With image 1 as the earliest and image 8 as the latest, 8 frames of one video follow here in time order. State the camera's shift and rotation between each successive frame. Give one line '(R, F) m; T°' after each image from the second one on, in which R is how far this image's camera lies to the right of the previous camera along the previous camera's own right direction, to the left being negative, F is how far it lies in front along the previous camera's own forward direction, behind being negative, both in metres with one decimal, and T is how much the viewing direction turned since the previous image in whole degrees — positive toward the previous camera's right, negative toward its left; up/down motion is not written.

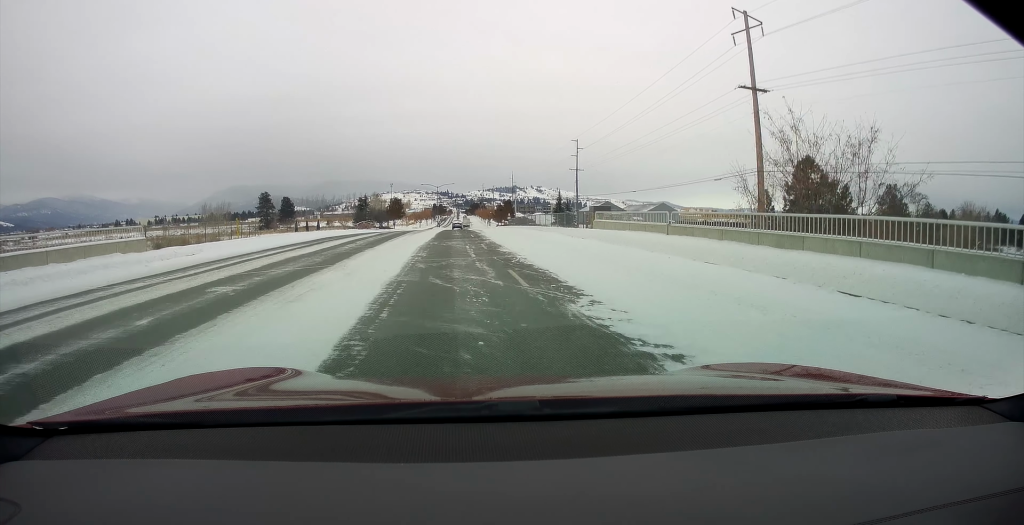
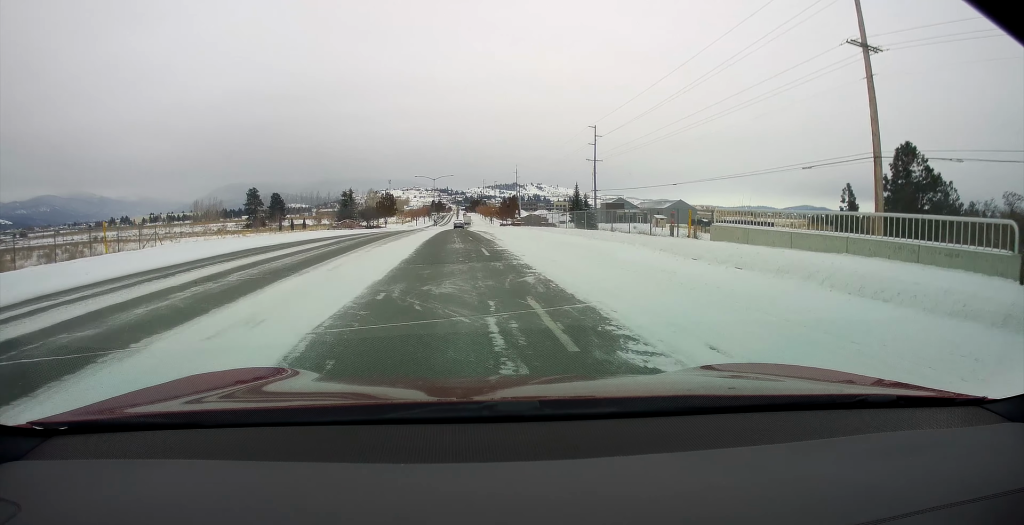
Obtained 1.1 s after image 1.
(-0.6, +17.9) m; 0°
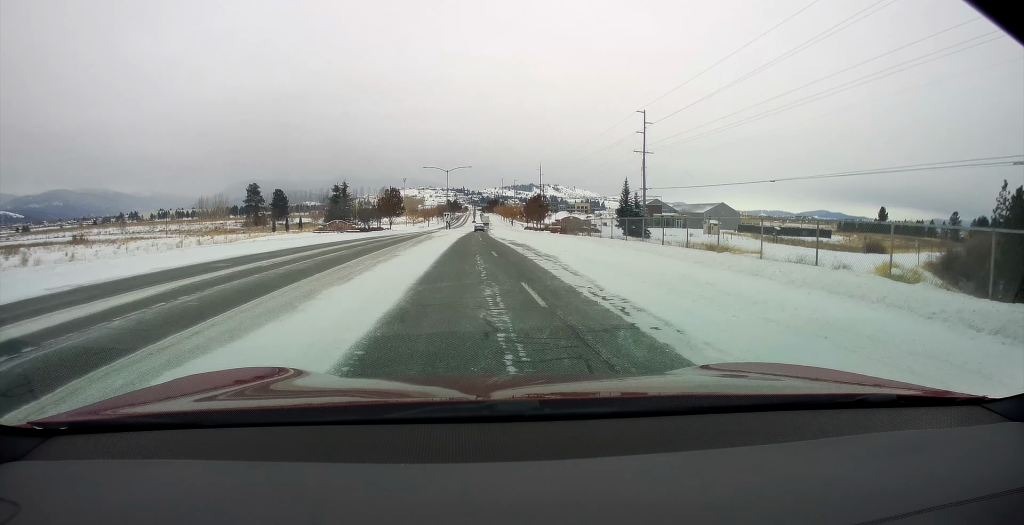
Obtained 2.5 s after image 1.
(+0.9, +21.8) m; +2°
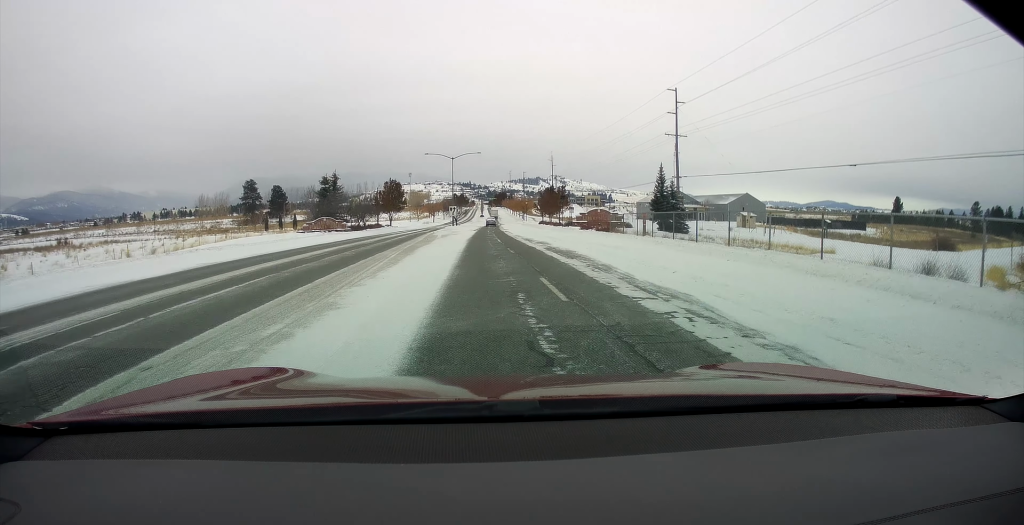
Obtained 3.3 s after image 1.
(0.0, +11.9) m; 0°
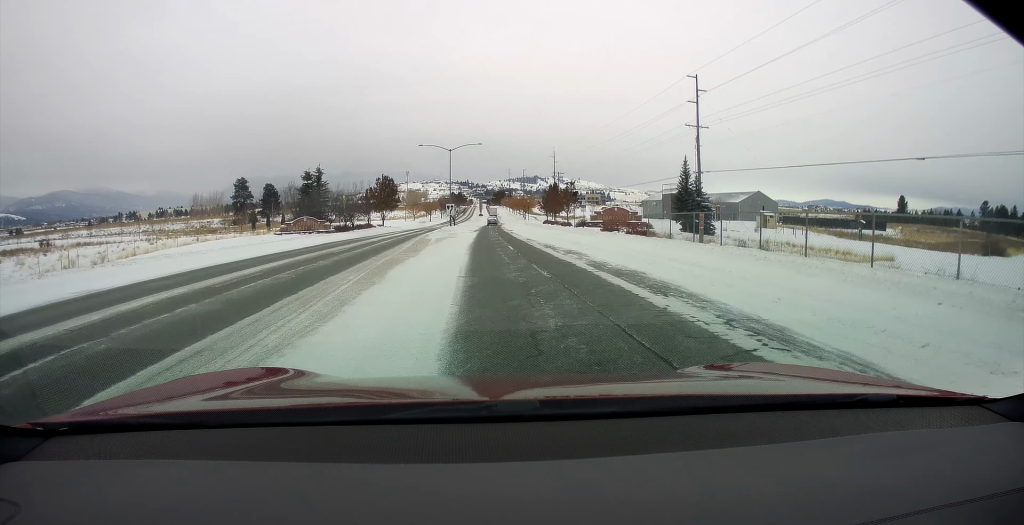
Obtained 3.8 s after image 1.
(0.0, +8.6) m; -1°
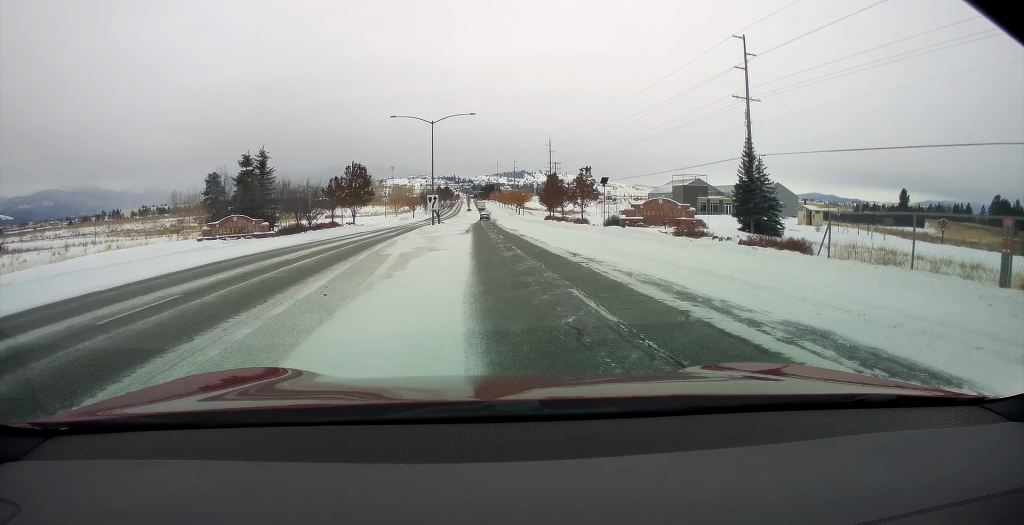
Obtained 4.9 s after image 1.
(-0.3, +17.9) m; 0°
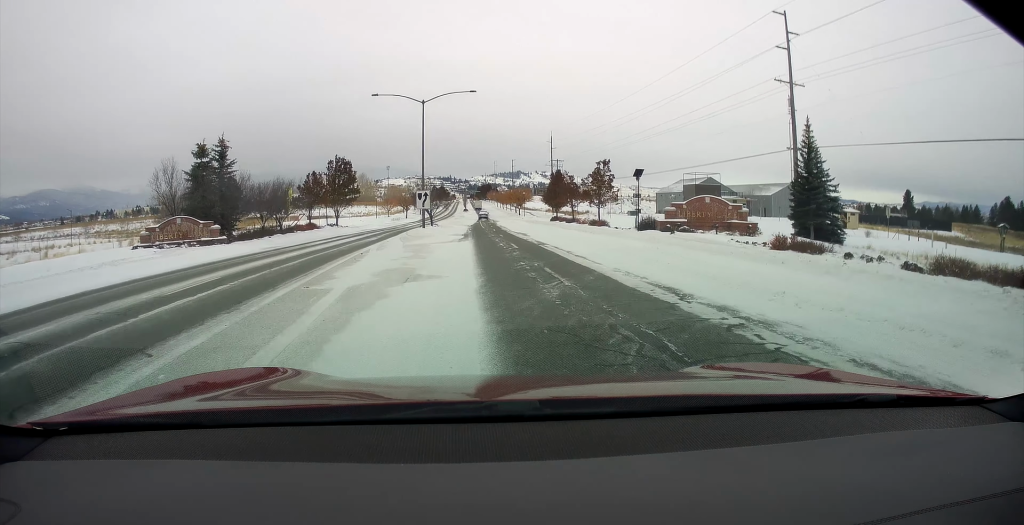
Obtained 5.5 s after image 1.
(+0.1, +9.6) m; -1°
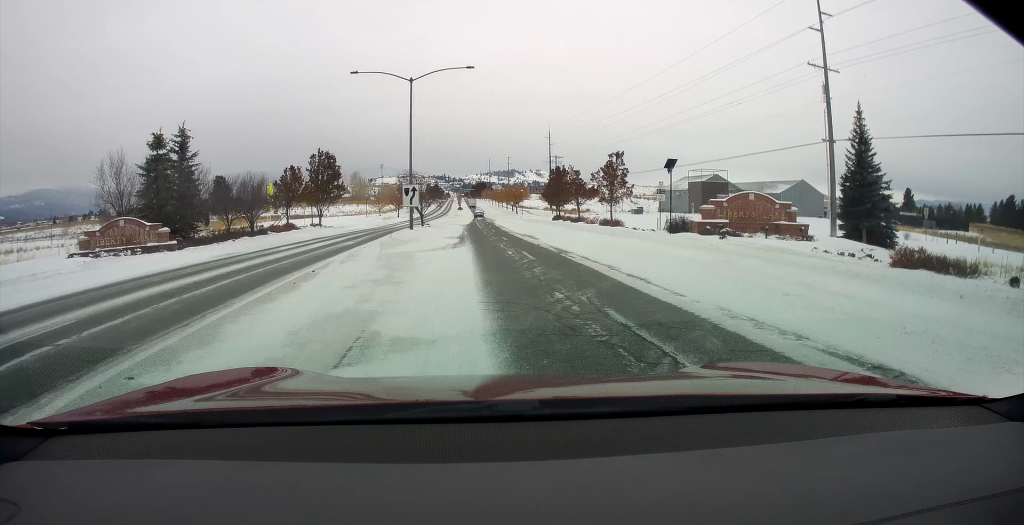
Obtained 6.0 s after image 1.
(+0.2, +7.0) m; -1°
